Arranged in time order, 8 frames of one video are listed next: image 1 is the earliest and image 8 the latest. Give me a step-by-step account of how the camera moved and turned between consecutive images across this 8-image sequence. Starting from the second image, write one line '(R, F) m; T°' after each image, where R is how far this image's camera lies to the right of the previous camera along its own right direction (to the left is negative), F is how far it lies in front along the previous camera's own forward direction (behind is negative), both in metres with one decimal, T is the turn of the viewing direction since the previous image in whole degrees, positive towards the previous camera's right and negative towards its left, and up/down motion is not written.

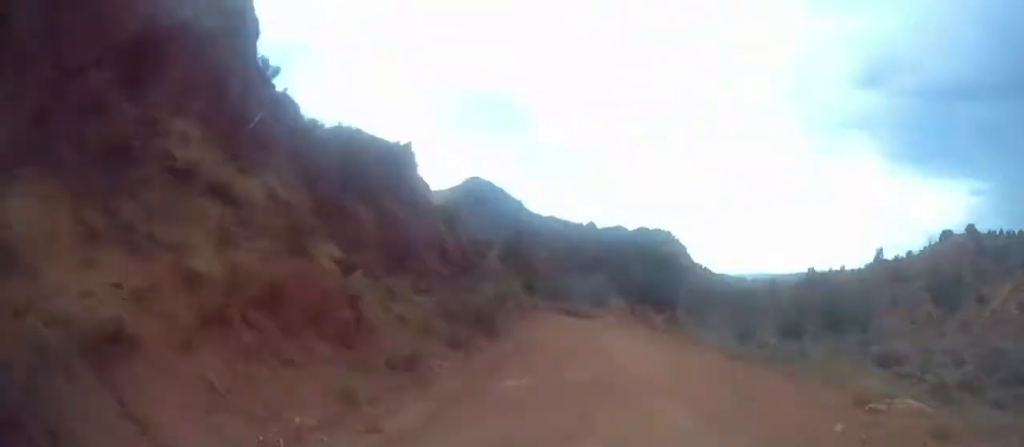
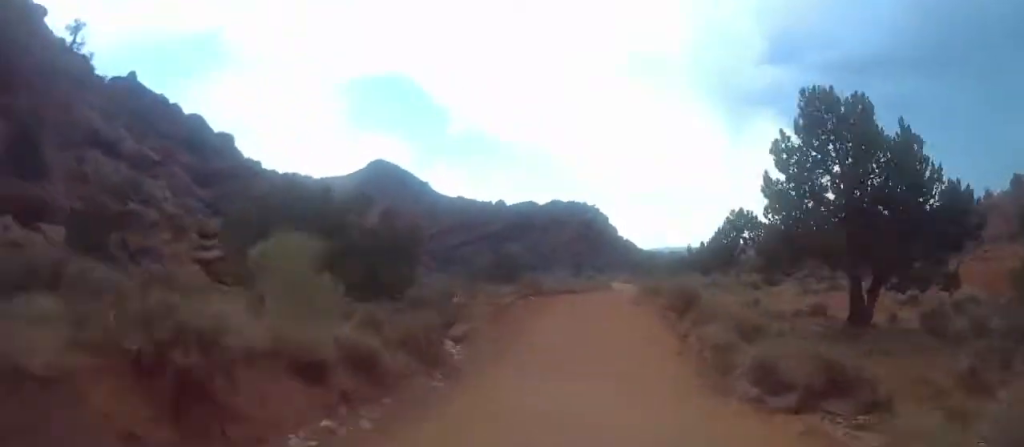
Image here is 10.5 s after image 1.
(+4.4, +87.8) m; +8°
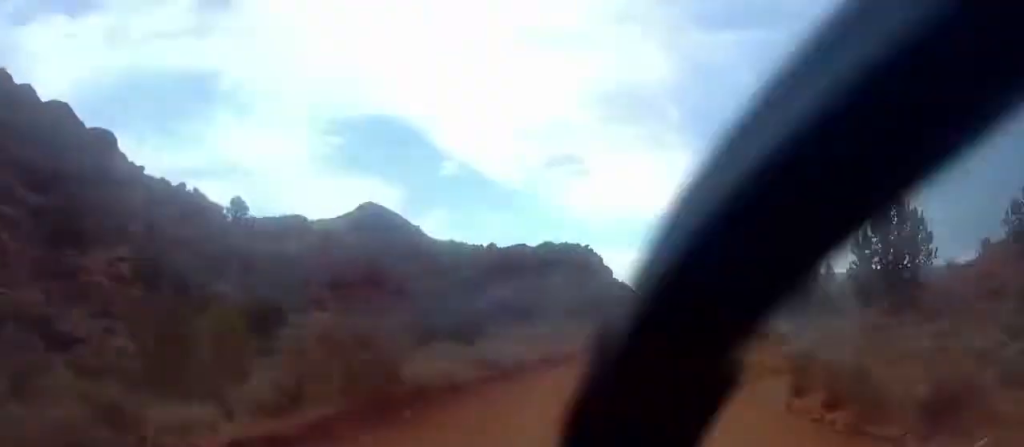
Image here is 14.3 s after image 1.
(+1.7, +34.0) m; +5°
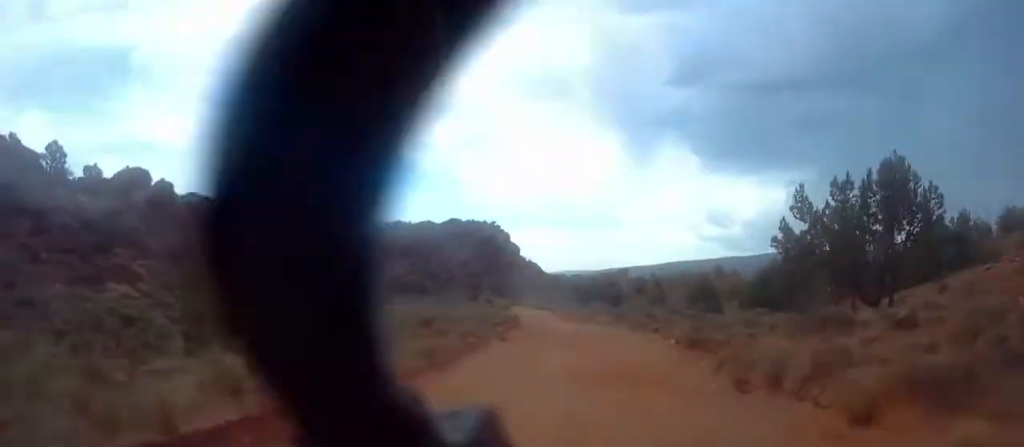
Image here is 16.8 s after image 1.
(+1.0, +24.6) m; +1°
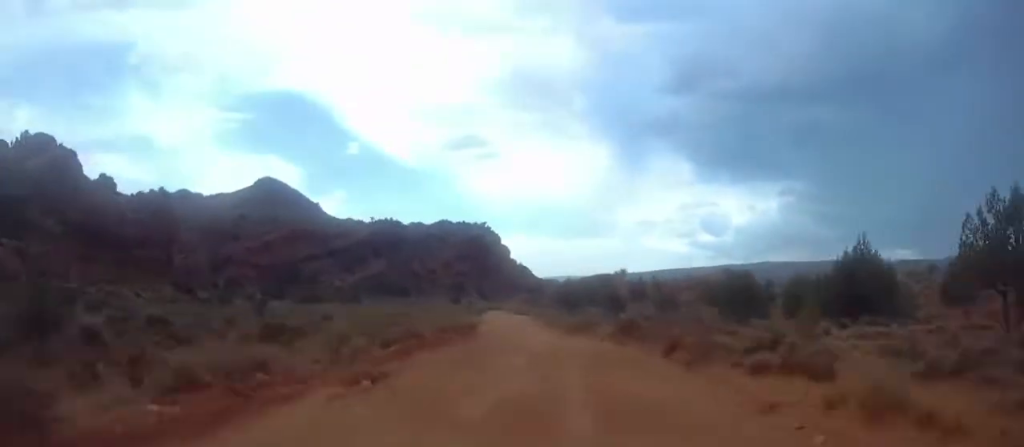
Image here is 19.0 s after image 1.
(+0.1, +21.2) m; -1°
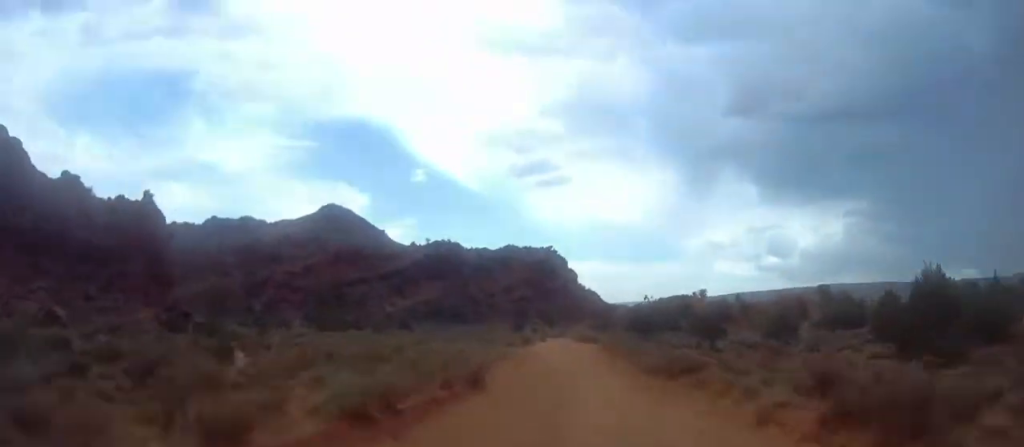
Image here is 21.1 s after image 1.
(-0.1, +21.6) m; -2°
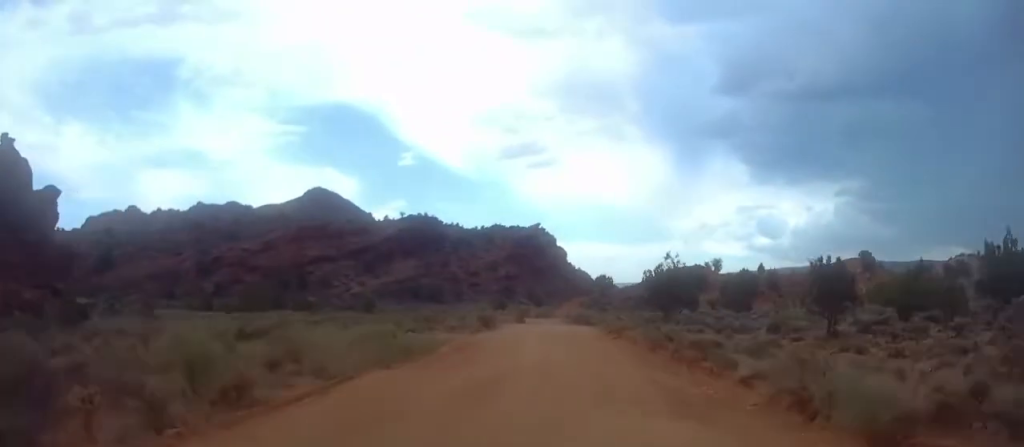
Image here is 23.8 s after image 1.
(-0.7, +27.0) m; -1°
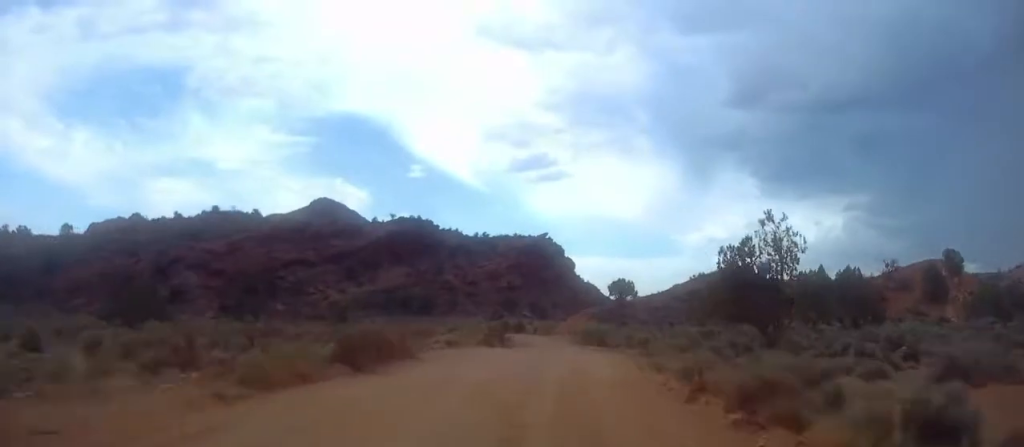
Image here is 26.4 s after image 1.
(-0.5, +26.7) m; -1°
